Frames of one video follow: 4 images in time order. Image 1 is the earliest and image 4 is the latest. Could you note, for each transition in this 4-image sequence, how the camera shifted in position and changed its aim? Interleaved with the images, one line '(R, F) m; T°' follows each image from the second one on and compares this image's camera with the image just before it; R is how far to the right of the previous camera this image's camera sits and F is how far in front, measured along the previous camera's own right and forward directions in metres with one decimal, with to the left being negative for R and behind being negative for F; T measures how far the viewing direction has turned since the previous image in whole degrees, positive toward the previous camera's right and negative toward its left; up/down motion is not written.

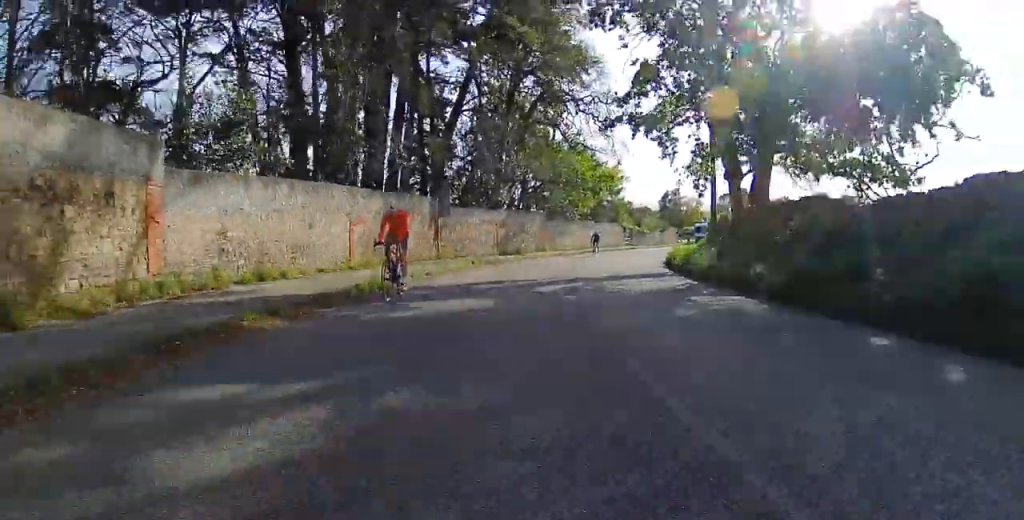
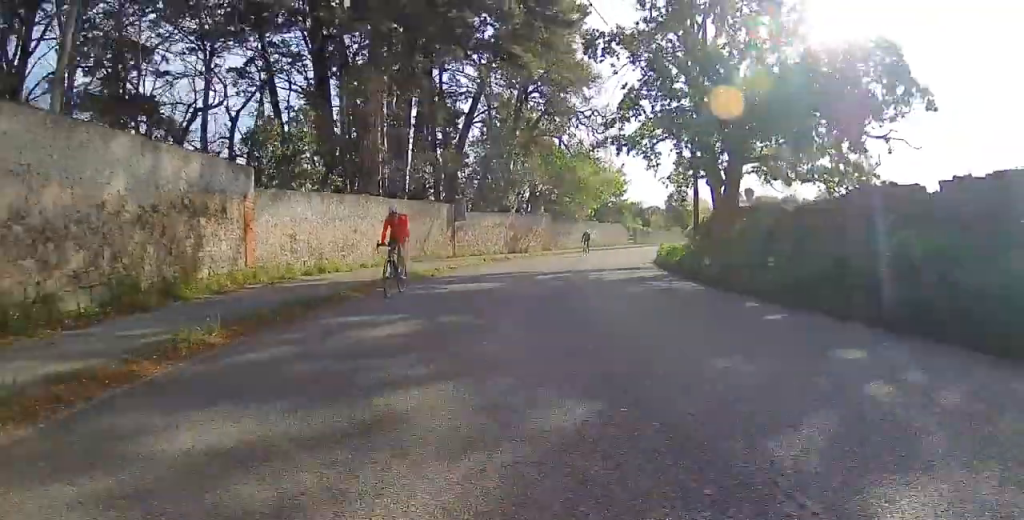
(0.0, +3.4) m; 0°
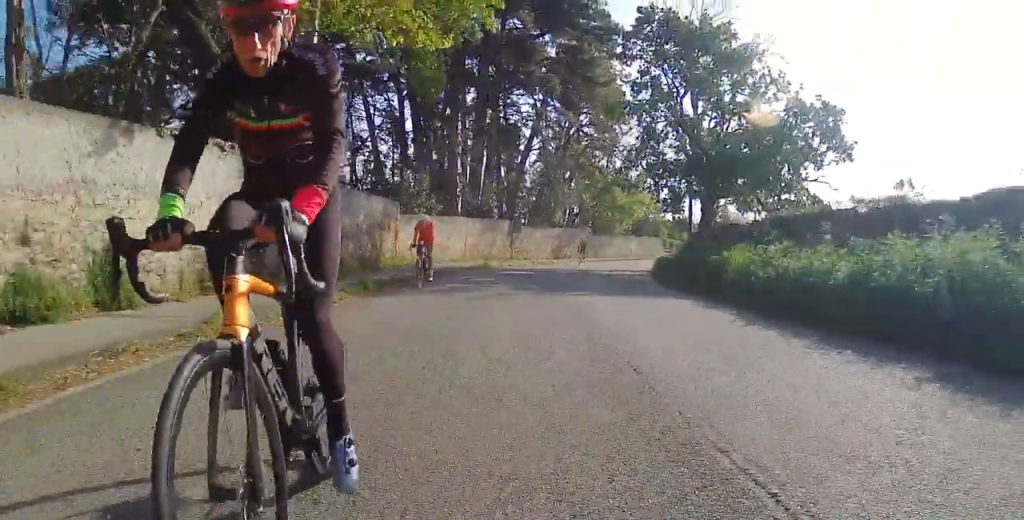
(0.0, +10.2) m; 0°
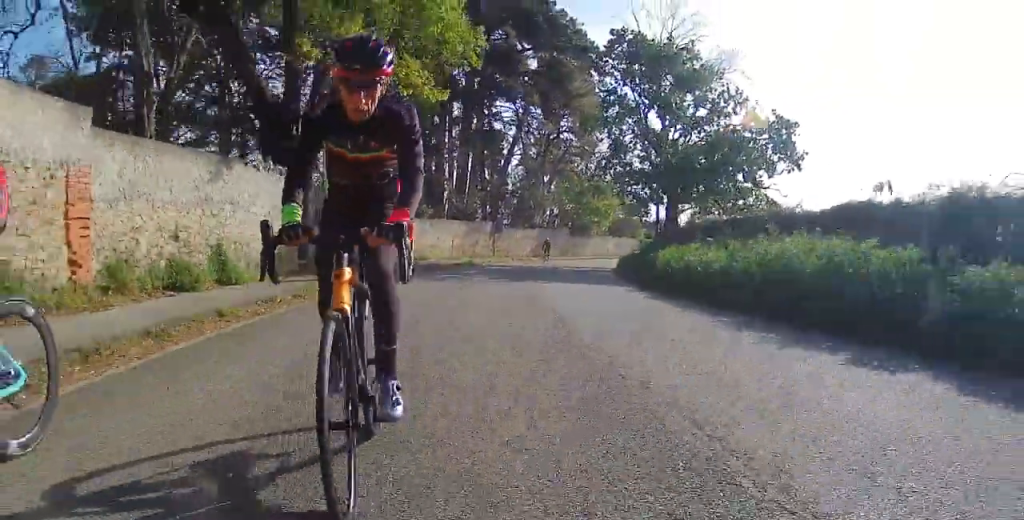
(0.0, +3.7) m; 0°
